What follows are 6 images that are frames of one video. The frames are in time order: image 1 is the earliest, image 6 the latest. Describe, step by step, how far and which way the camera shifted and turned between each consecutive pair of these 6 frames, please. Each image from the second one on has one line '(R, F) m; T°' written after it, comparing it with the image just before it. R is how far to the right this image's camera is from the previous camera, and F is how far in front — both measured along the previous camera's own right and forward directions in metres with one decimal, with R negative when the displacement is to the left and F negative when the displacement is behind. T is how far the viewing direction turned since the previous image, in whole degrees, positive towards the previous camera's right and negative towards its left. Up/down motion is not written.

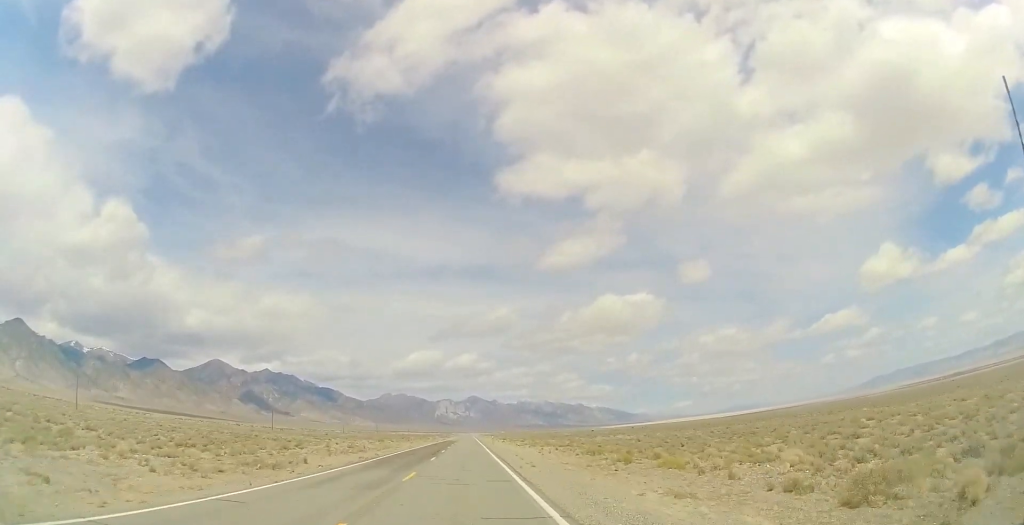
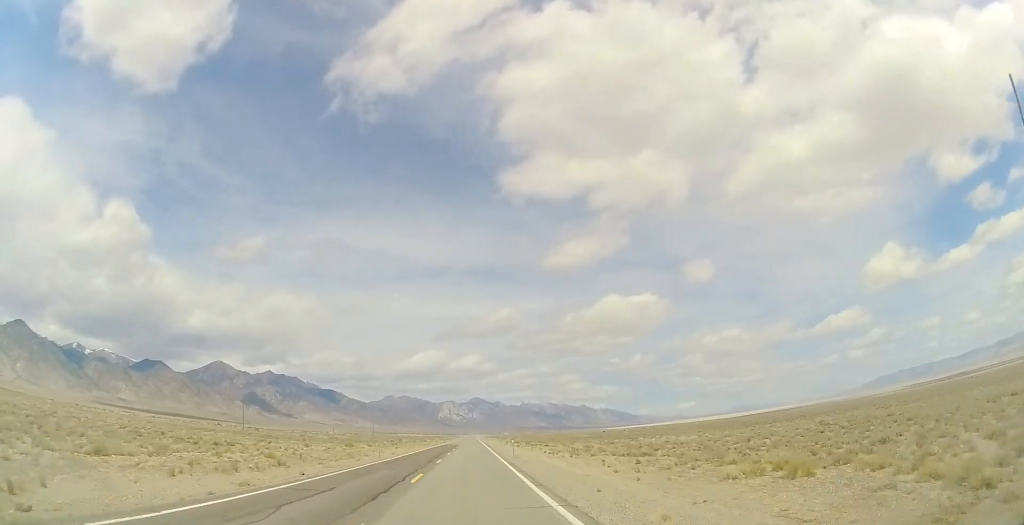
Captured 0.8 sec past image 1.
(+0.2, +24.6) m; 0°
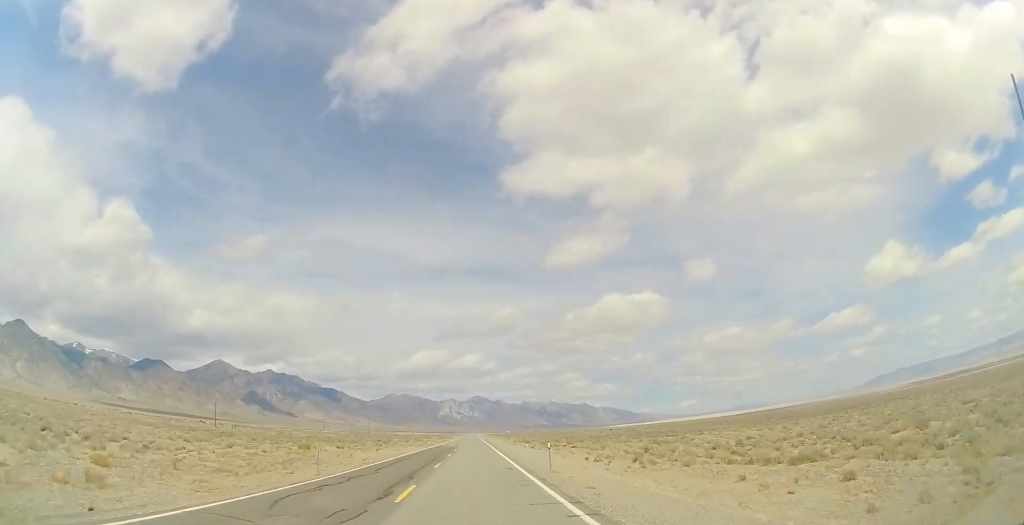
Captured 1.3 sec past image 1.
(+0.1, +17.1) m; 0°
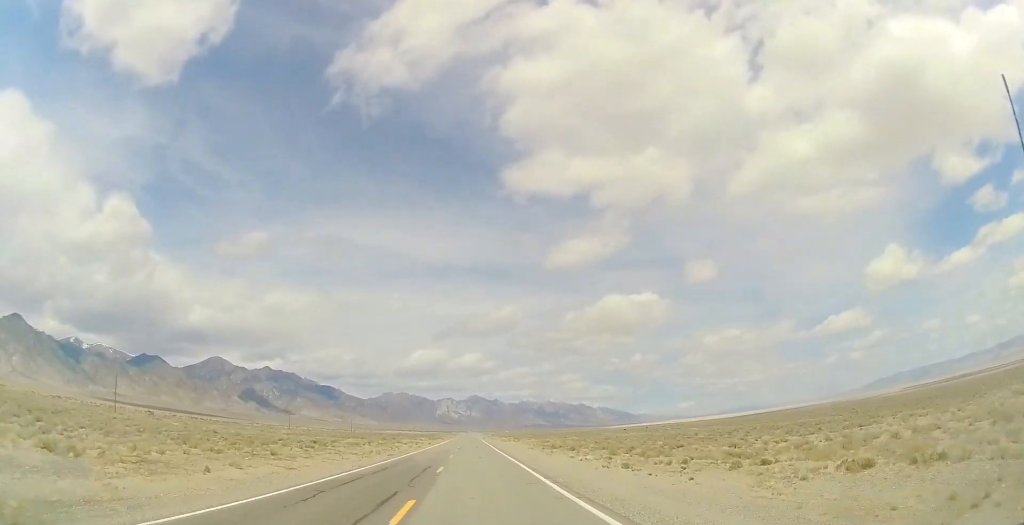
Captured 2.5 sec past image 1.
(-0.4, +39.7) m; 0°
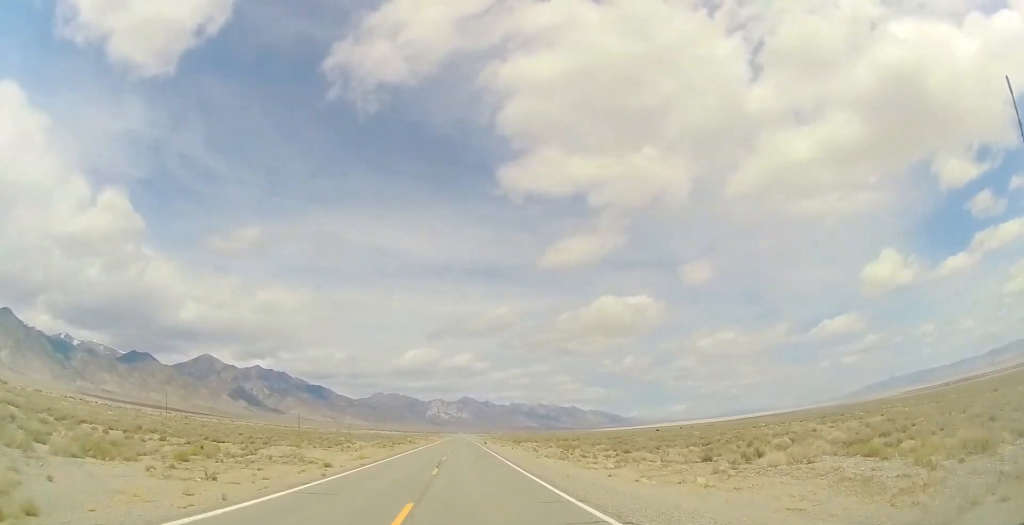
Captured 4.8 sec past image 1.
(+0.9, +73.5) m; +1°
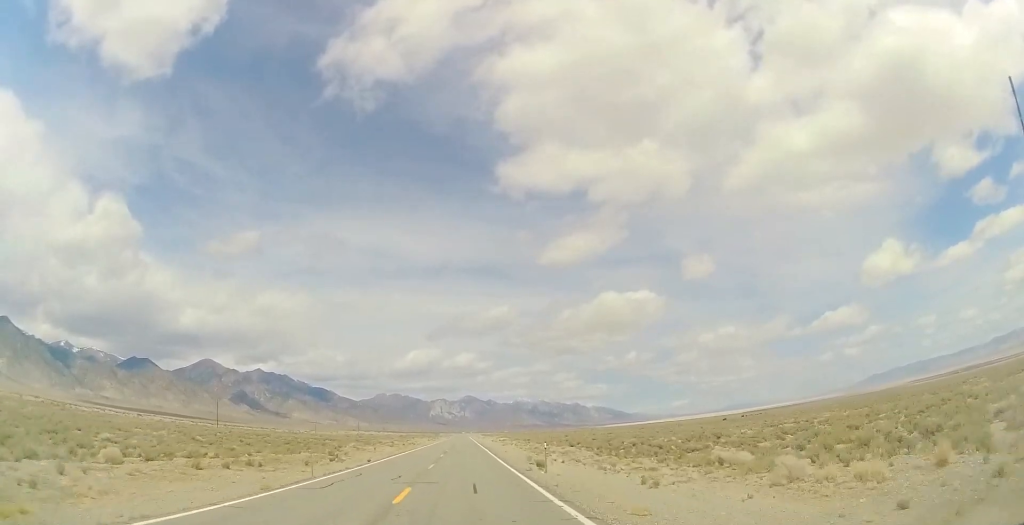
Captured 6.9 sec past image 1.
(+0.5, +69.7) m; 0°
